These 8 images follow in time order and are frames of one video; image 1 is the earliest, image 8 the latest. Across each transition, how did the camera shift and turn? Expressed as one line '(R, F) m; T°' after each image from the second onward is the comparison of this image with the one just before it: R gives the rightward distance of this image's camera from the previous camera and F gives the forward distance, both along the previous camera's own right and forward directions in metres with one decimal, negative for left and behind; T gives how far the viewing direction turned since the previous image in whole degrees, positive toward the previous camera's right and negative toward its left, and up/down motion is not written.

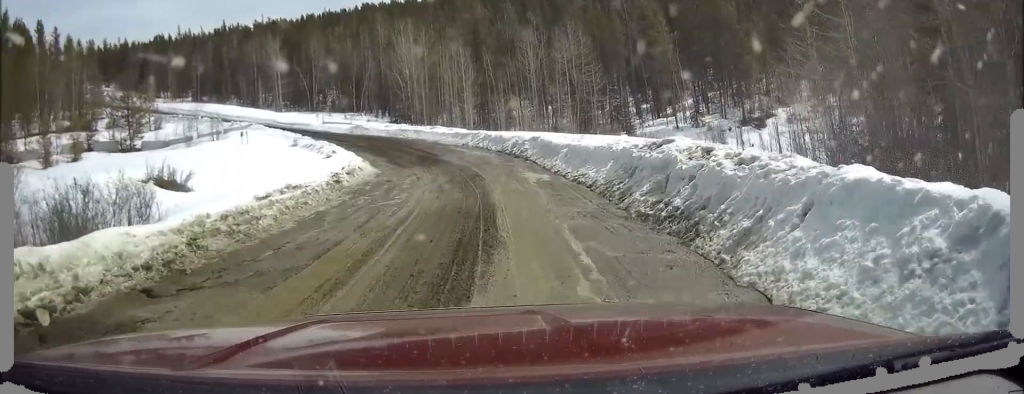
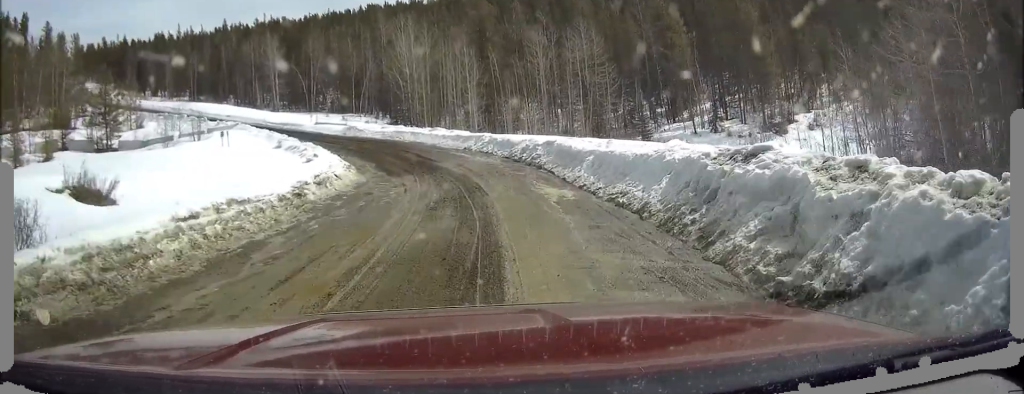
(0.0, +5.3) m; 0°
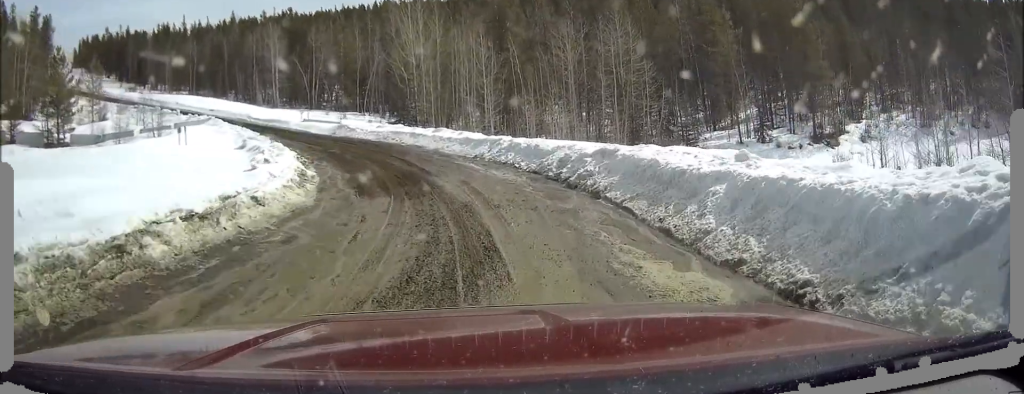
(-0.3, +9.8) m; -5°
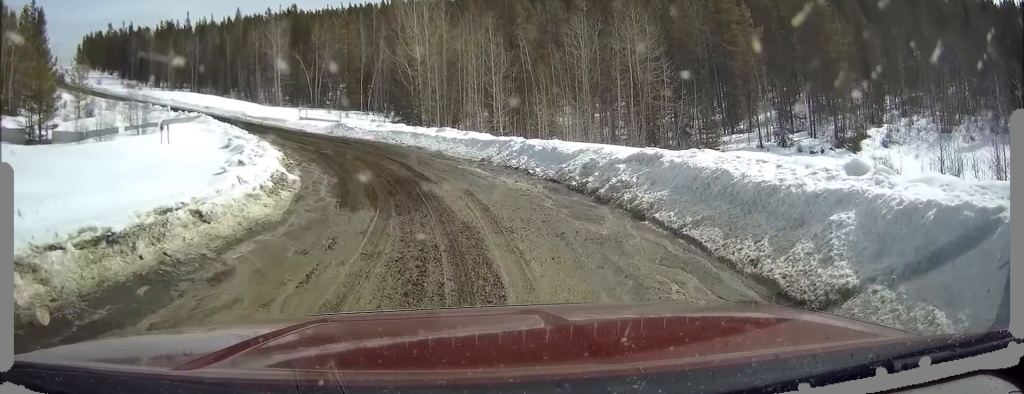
(0.0, +3.5) m; -3°
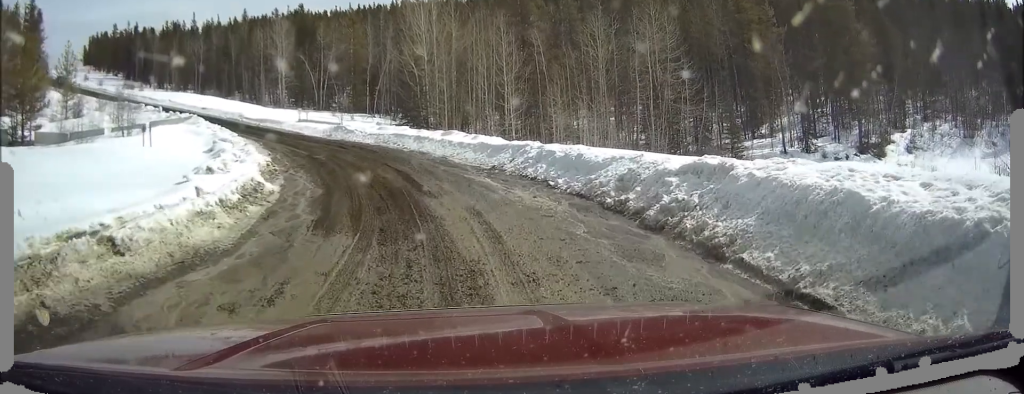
(-0.1, +3.3) m; -5°
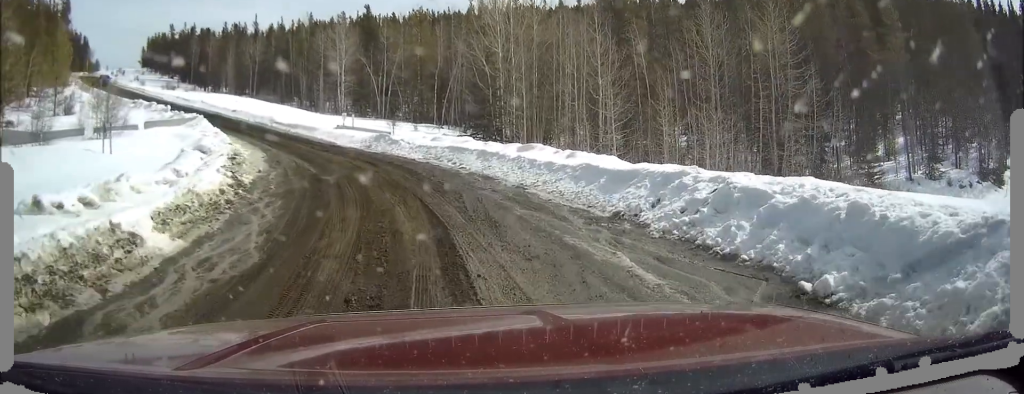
(-1.8, +10.4) m; -20°
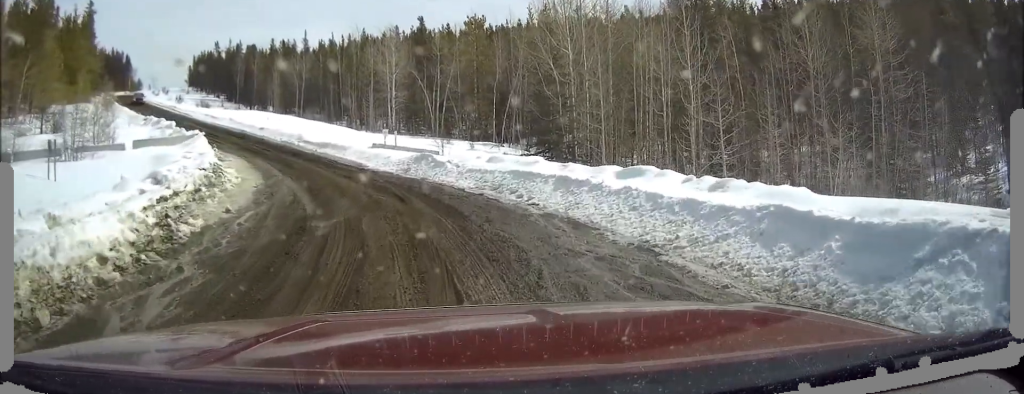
(-0.3, +7.2) m; -1°
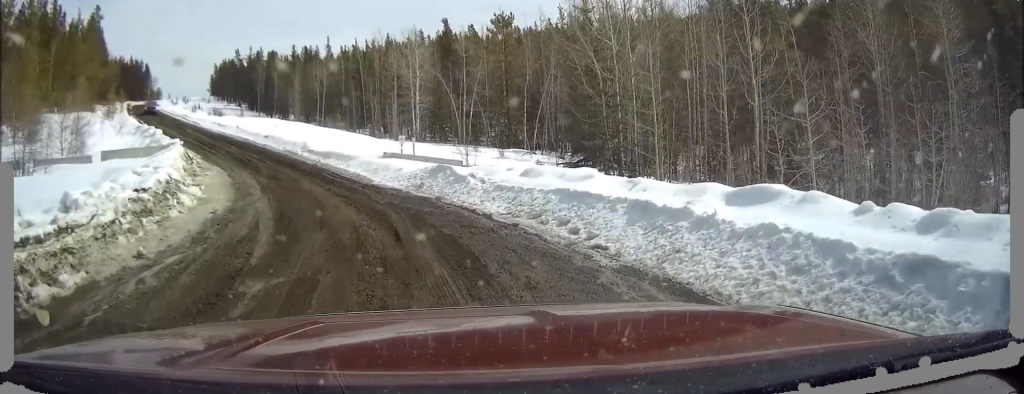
(+0.2, +4.5) m; -3°
